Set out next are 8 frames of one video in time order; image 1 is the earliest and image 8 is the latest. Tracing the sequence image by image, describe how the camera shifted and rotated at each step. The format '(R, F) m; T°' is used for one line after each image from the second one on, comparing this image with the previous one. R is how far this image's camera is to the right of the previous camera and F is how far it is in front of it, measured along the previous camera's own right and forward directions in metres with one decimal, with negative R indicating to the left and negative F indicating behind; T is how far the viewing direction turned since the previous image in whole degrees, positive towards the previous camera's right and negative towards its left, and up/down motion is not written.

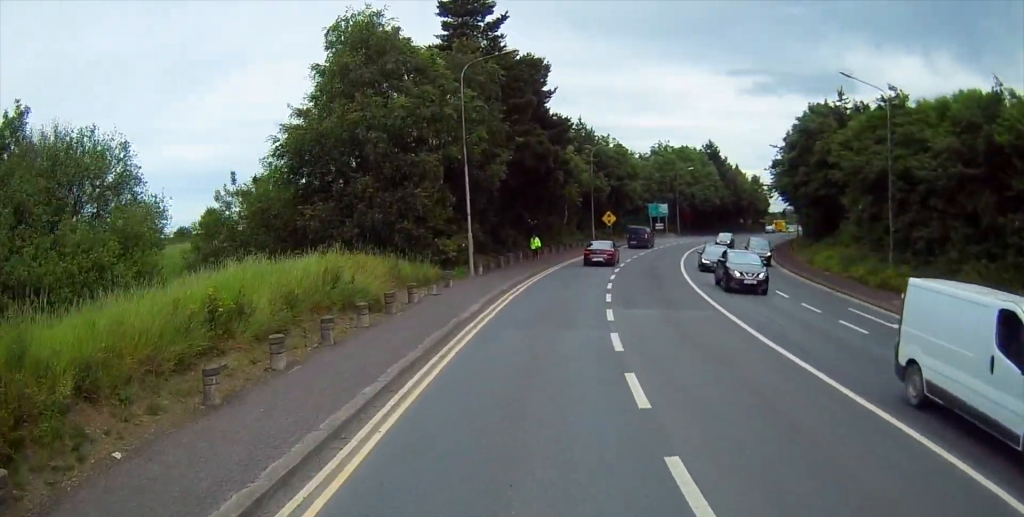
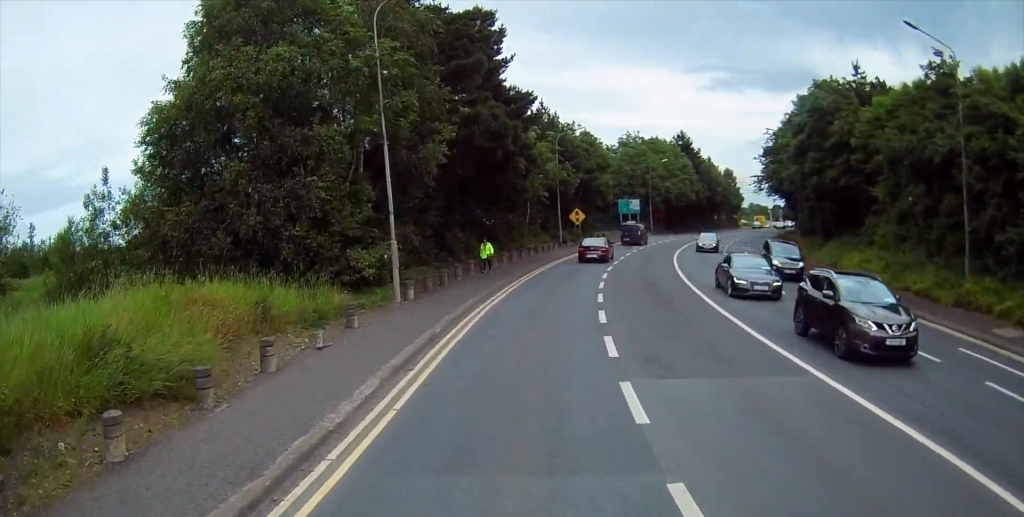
(+0.2, +8.8) m; +4°
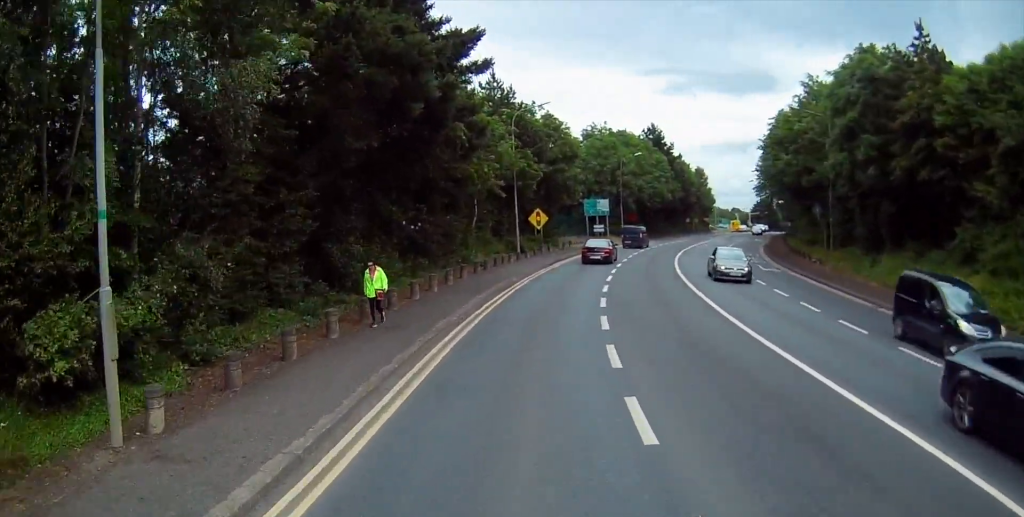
(+0.6, +12.5) m; +3°
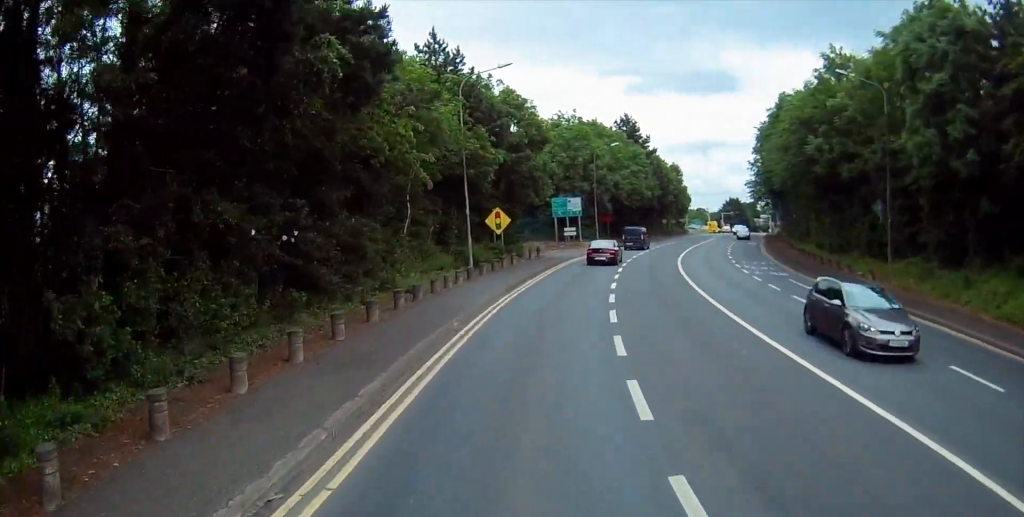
(-0.1, +10.7) m; +3°
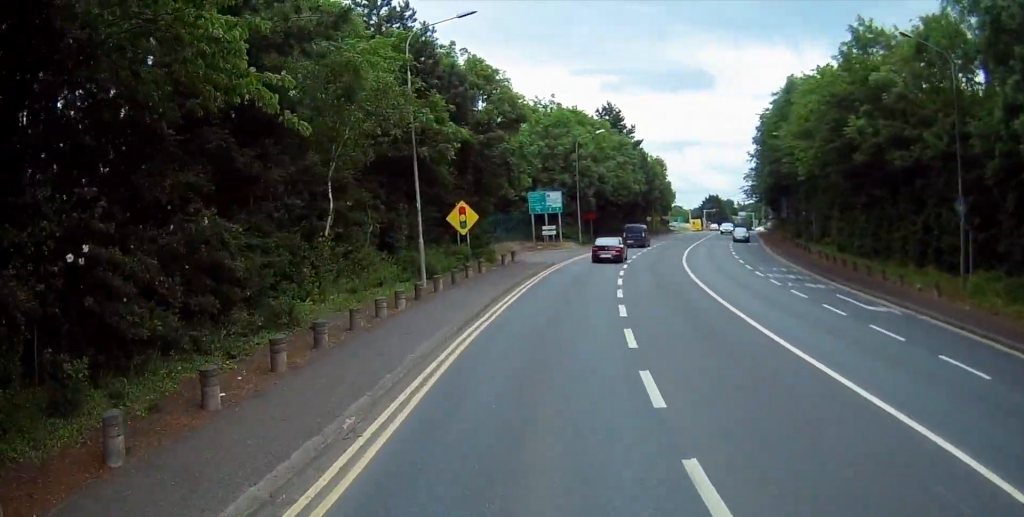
(+0.5, +7.7) m; +4°
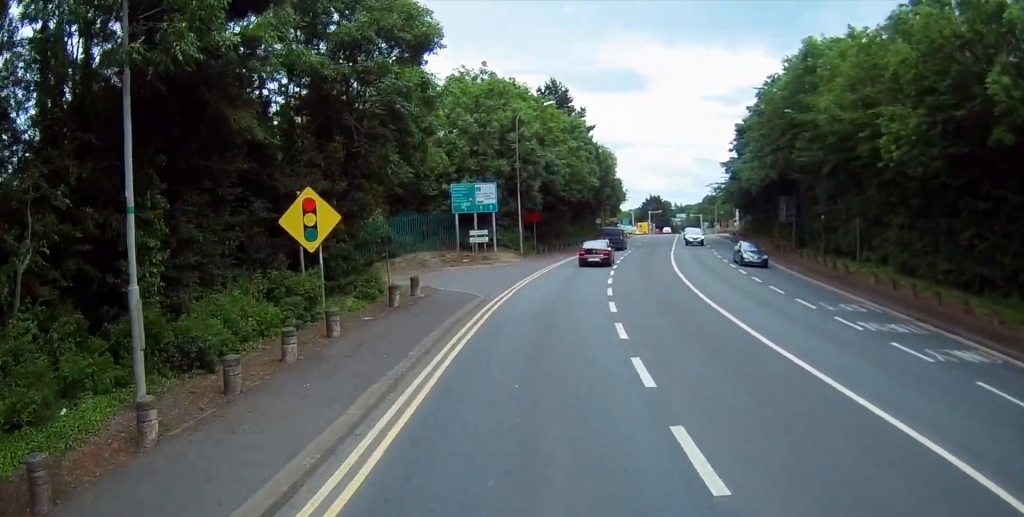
(+0.9, +15.2) m; +5°
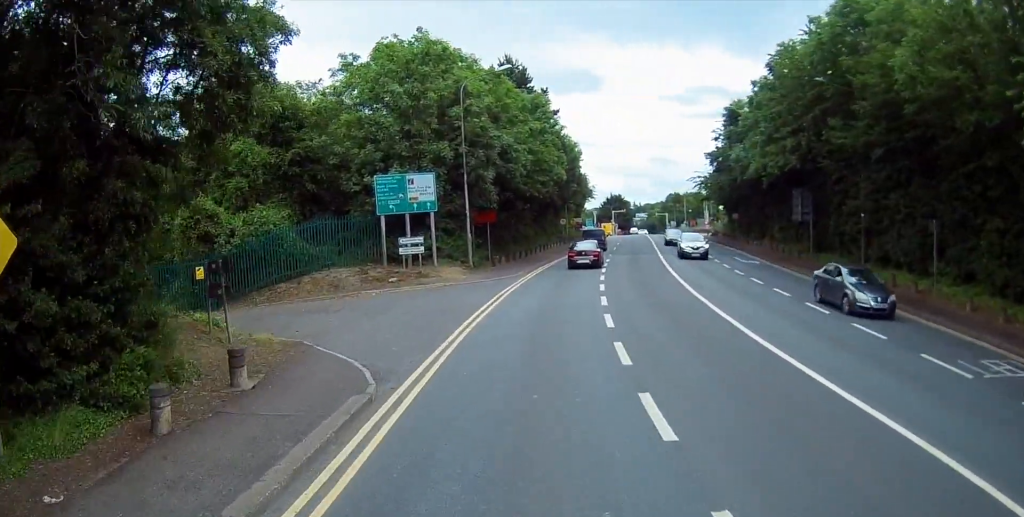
(+0.2, +10.9) m; +4°
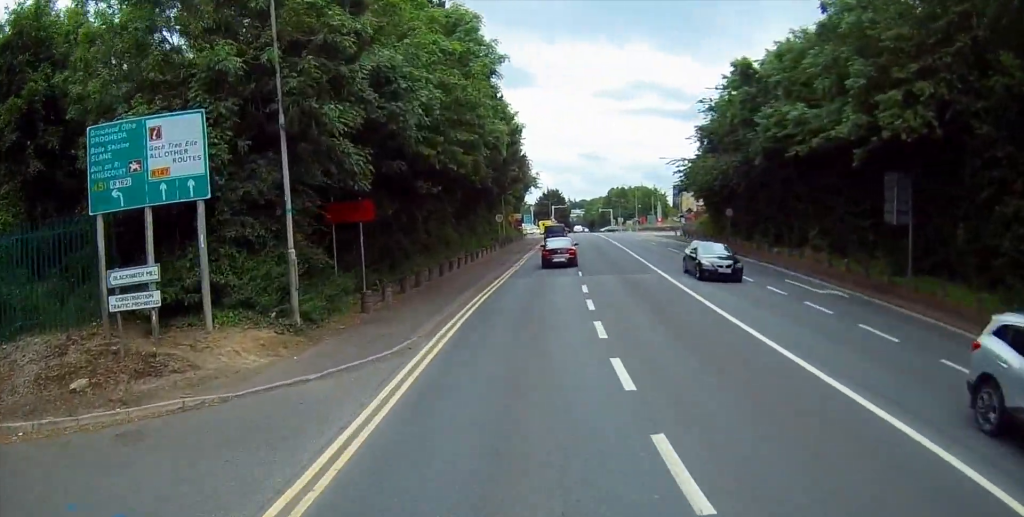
(+1.3, +18.7) m; +7°
